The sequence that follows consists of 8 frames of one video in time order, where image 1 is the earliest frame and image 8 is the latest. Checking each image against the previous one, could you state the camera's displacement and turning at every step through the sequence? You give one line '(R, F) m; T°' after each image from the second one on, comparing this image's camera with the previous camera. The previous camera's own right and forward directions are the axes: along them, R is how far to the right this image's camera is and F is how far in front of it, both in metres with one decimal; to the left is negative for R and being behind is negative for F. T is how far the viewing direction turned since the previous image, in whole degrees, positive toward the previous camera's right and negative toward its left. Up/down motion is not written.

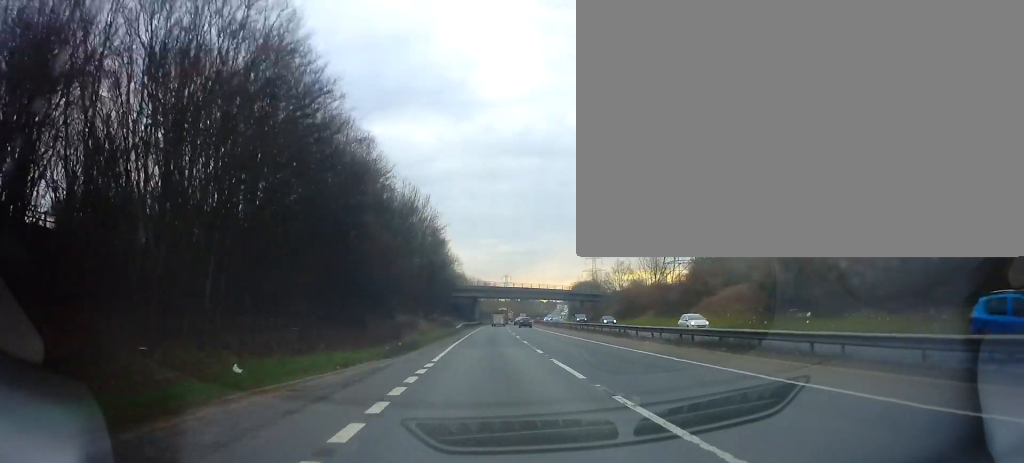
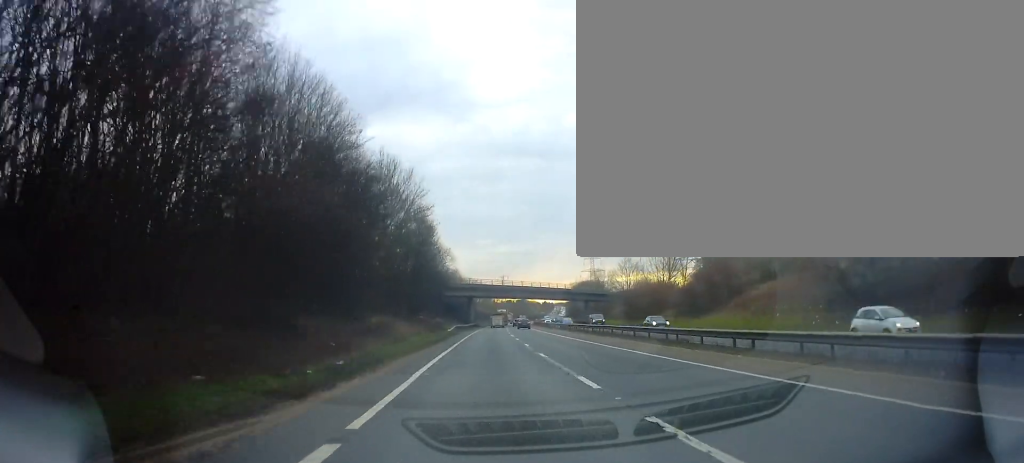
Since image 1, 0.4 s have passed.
(0.0, +10.9) m; 0°
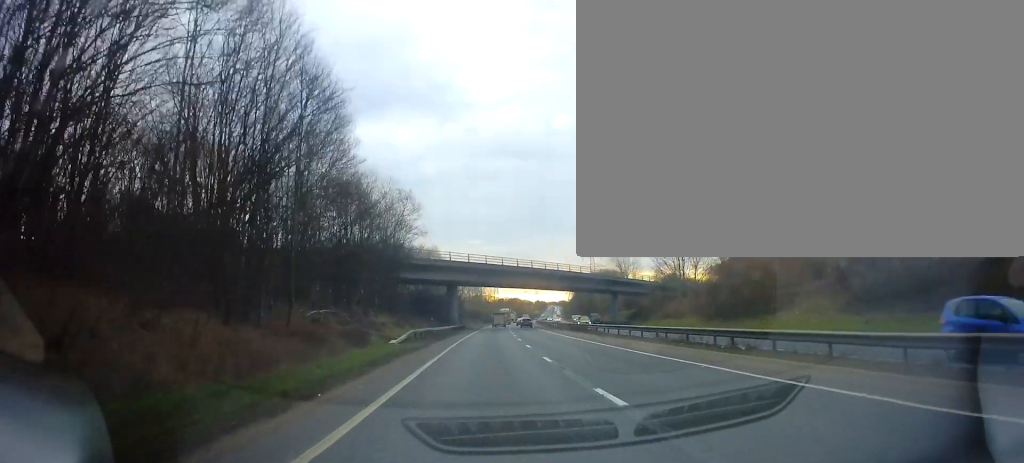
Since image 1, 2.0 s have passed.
(0.0, +40.2) m; 0°
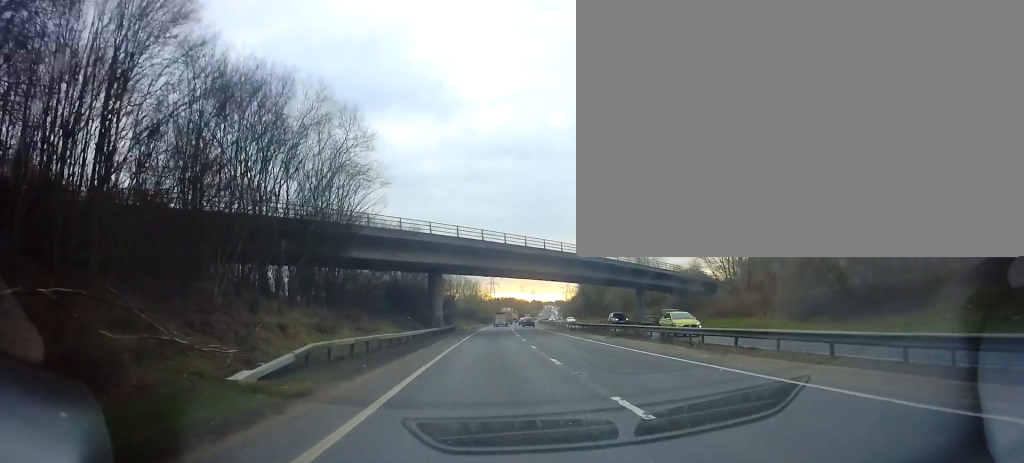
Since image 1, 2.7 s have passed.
(+0.1, +18.4) m; +1°
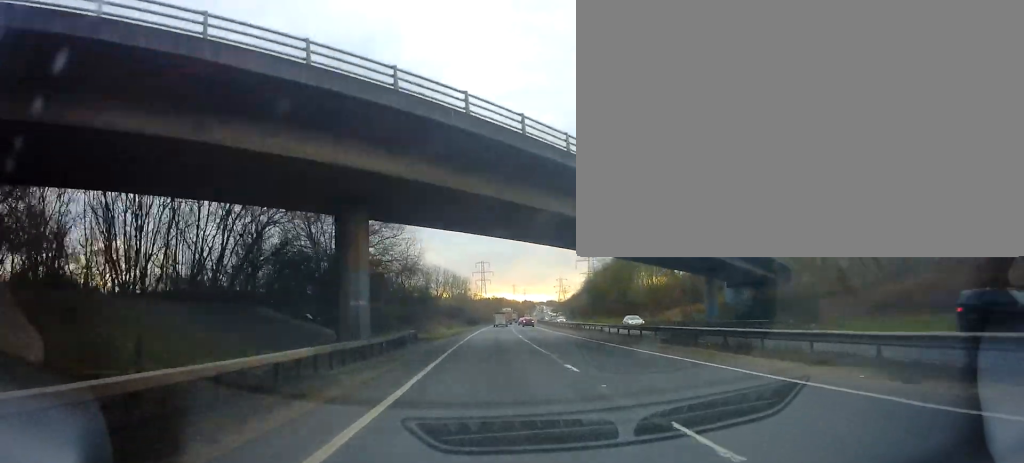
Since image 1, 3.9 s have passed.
(+0.6, +25.8) m; +2°
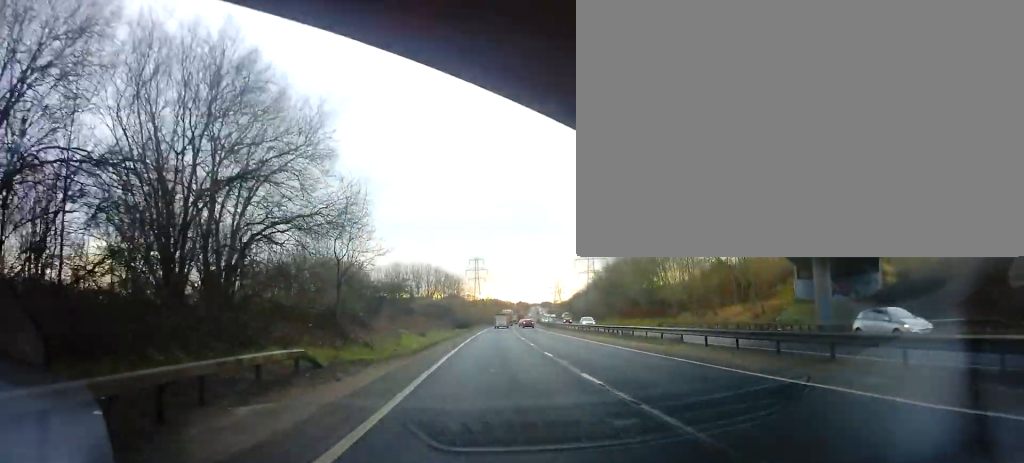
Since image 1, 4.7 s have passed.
(+0.2, +18.2) m; +1°
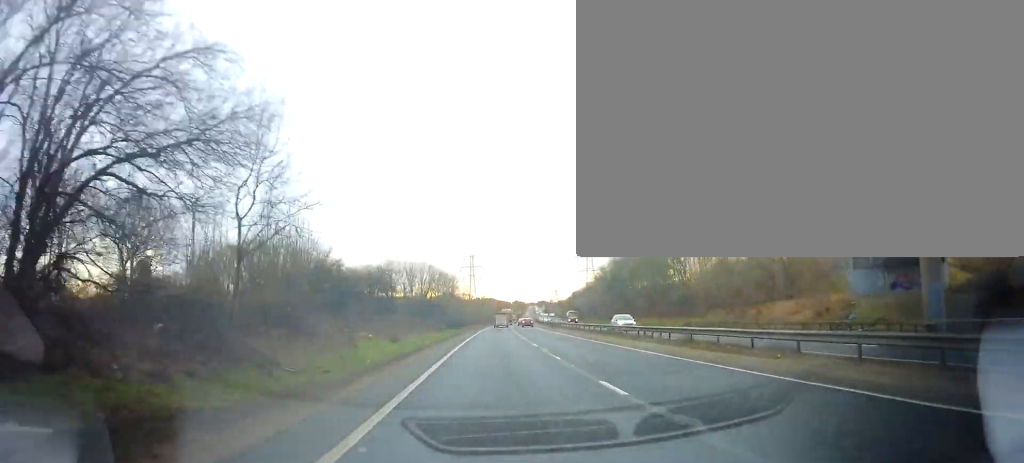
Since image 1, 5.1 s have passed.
(0.0, +10.3) m; 0°
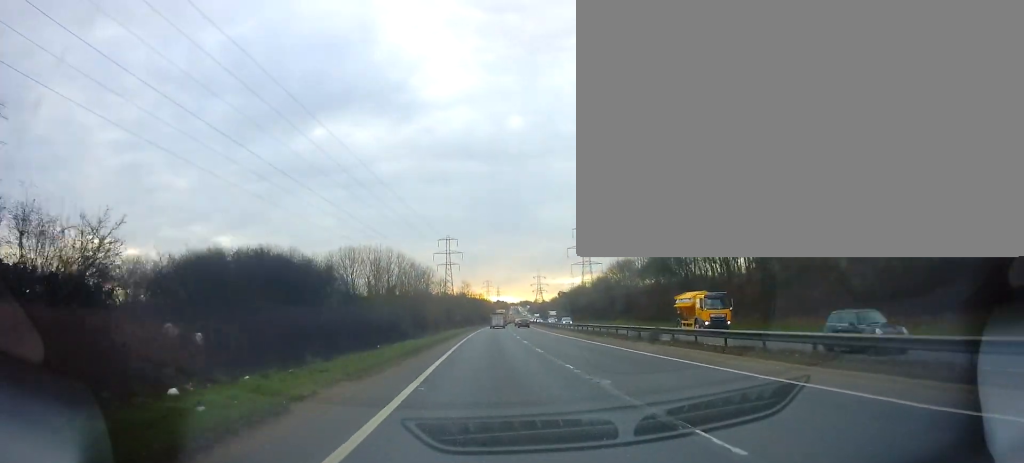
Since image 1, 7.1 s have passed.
(+0.3, +48.5) m; +1°
